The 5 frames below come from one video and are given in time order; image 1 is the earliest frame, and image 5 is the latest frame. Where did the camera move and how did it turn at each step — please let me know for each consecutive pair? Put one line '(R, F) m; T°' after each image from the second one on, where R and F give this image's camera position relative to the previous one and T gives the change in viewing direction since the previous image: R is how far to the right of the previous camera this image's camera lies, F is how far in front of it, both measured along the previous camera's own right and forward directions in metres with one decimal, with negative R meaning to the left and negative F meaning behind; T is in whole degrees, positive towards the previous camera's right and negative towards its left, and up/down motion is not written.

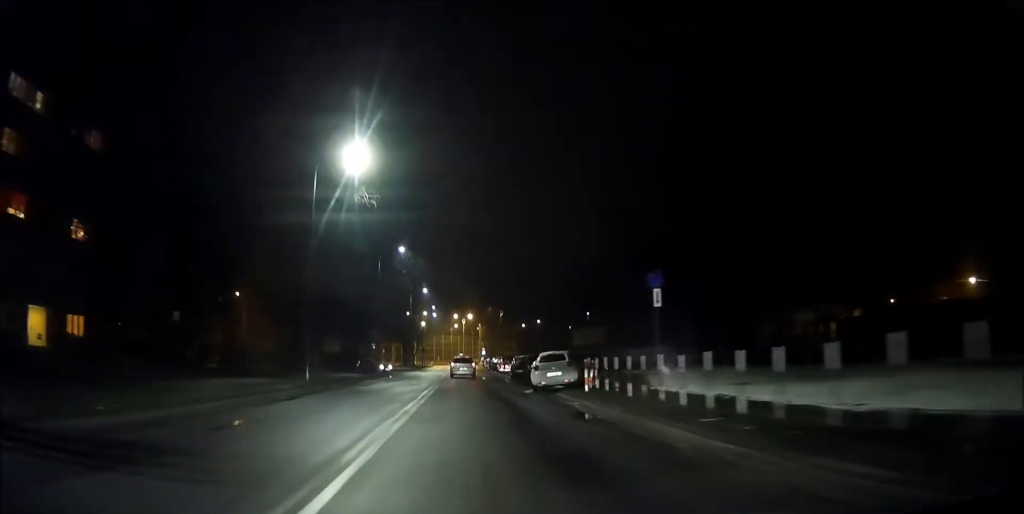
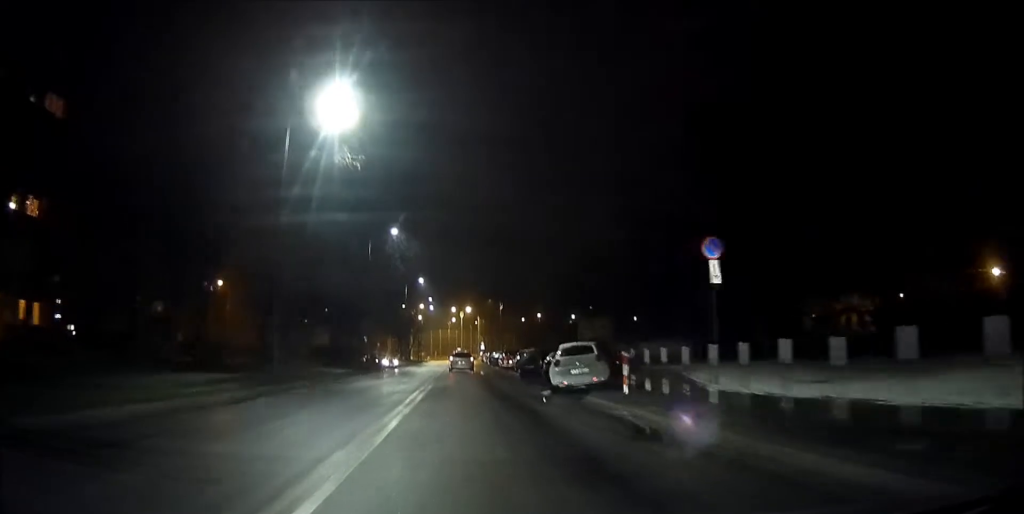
(0.0, +5.3) m; -1°
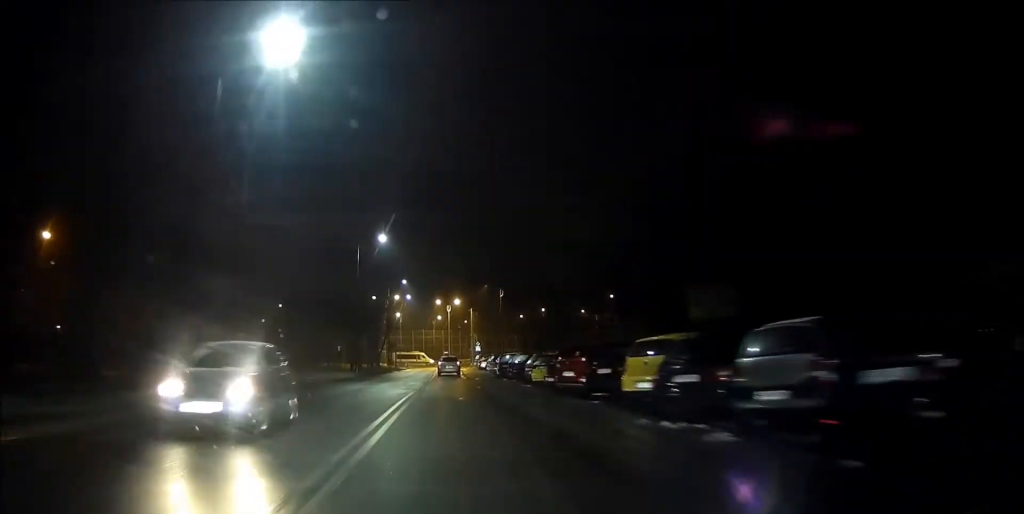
(-0.9, +32.3) m; -1°
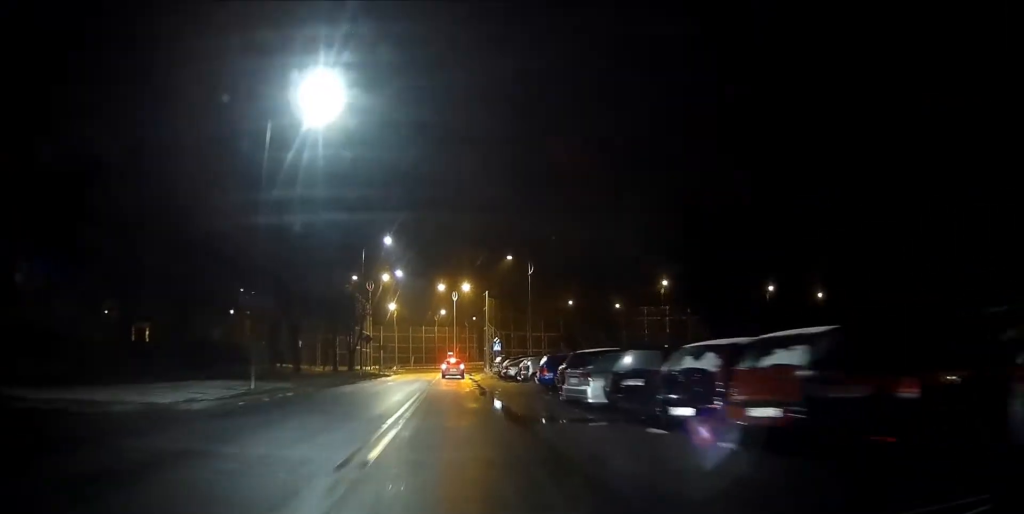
(+0.6, +28.9) m; +2°
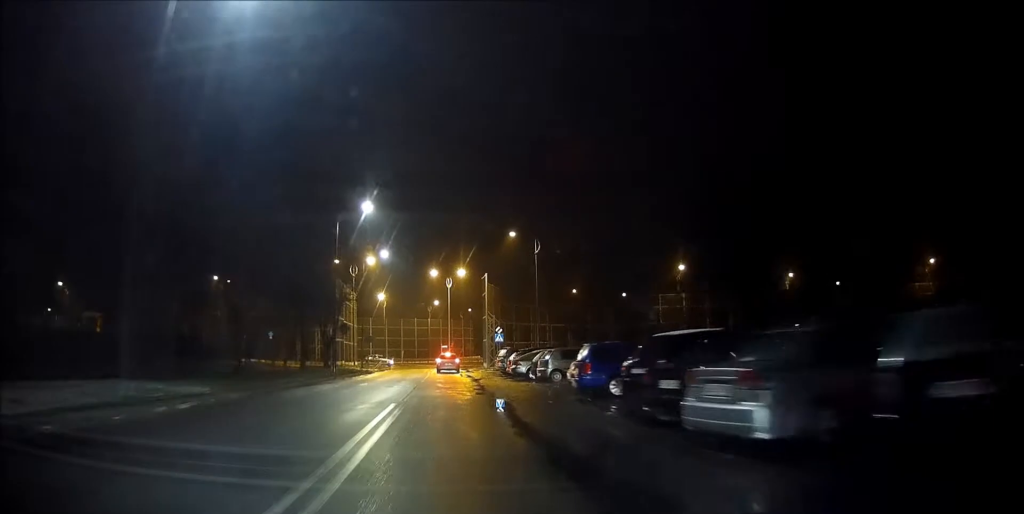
(0.0, +9.2) m; 0°
